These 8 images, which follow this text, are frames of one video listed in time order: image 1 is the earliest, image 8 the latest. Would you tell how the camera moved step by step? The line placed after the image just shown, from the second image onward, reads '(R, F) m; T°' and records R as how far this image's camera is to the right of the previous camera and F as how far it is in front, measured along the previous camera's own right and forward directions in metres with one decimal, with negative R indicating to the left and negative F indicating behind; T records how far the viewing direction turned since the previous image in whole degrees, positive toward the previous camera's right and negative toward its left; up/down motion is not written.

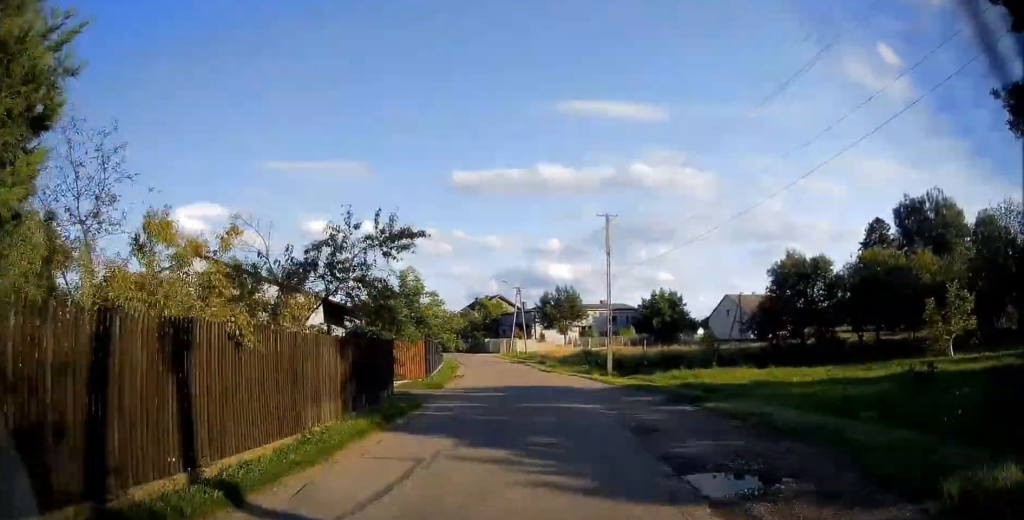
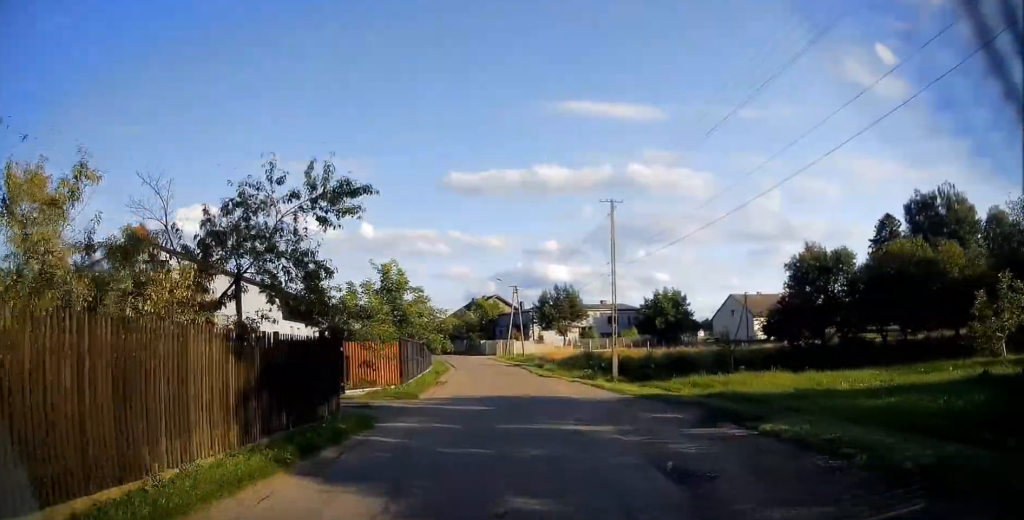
(+0.1, +3.3) m; +2°
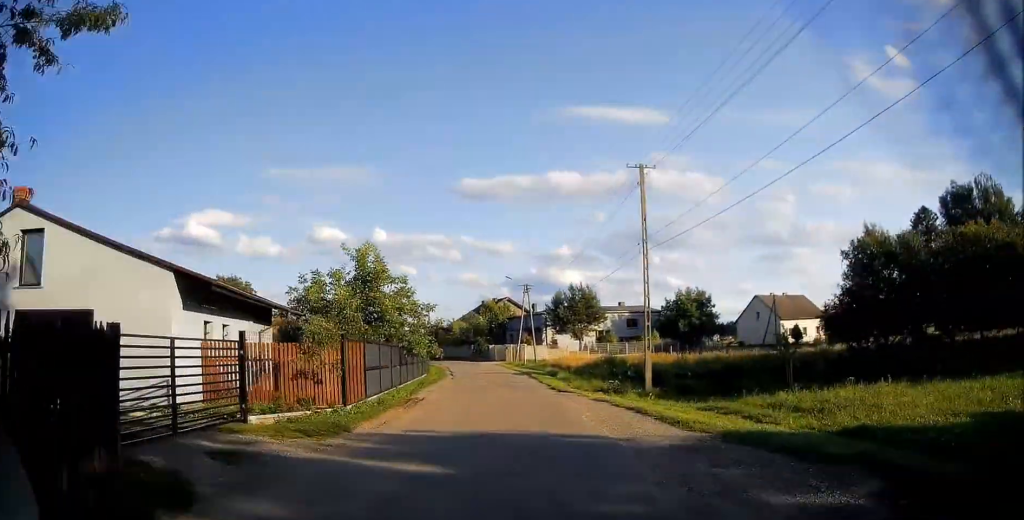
(+0.1, +6.2) m; +1°
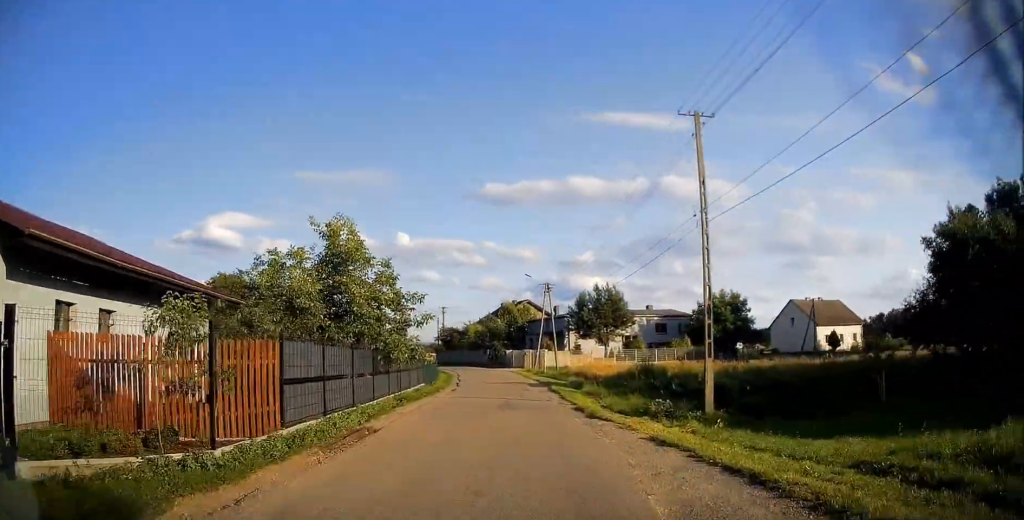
(+0.1, +6.2) m; -1°
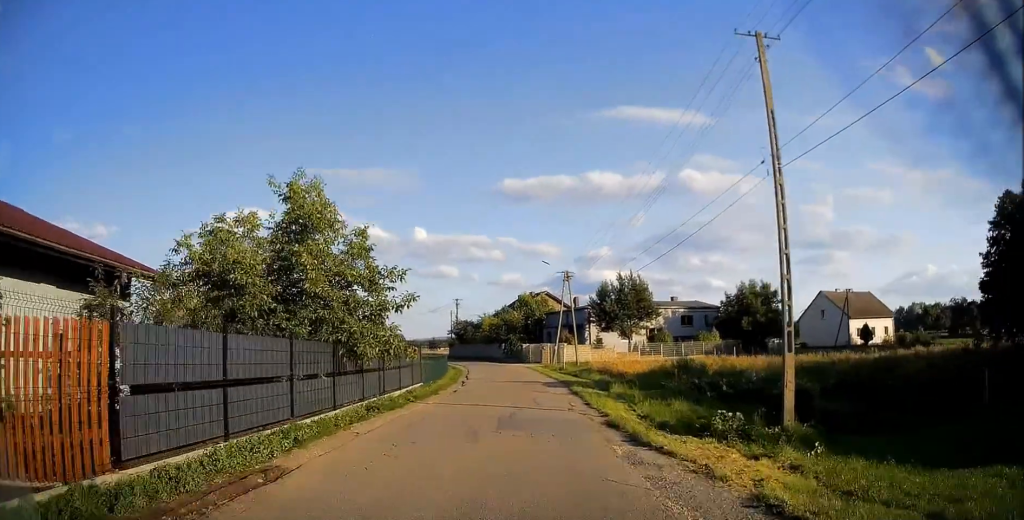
(-0.1, +4.9) m; -2°
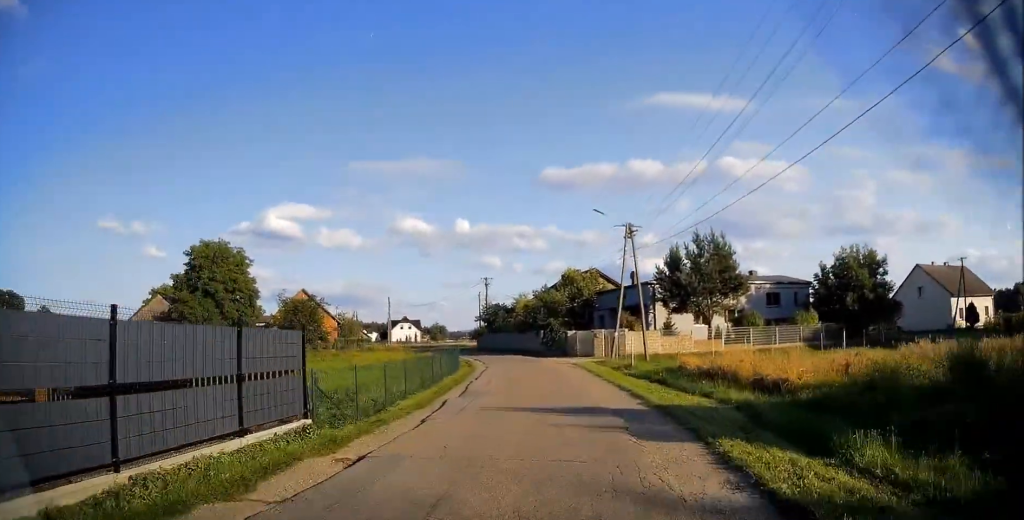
(-0.7, +16.5) m; -3°
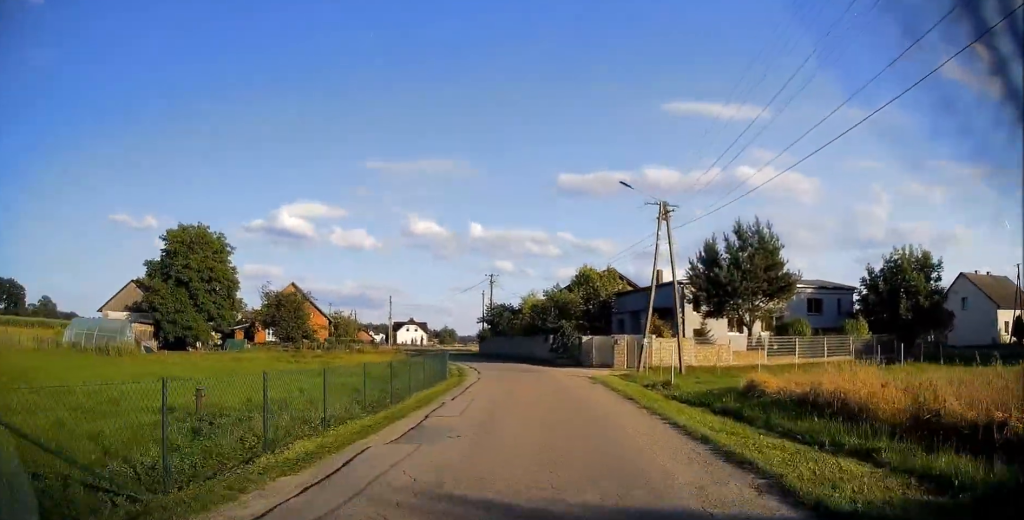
(0.0, +7.7) m; -1°
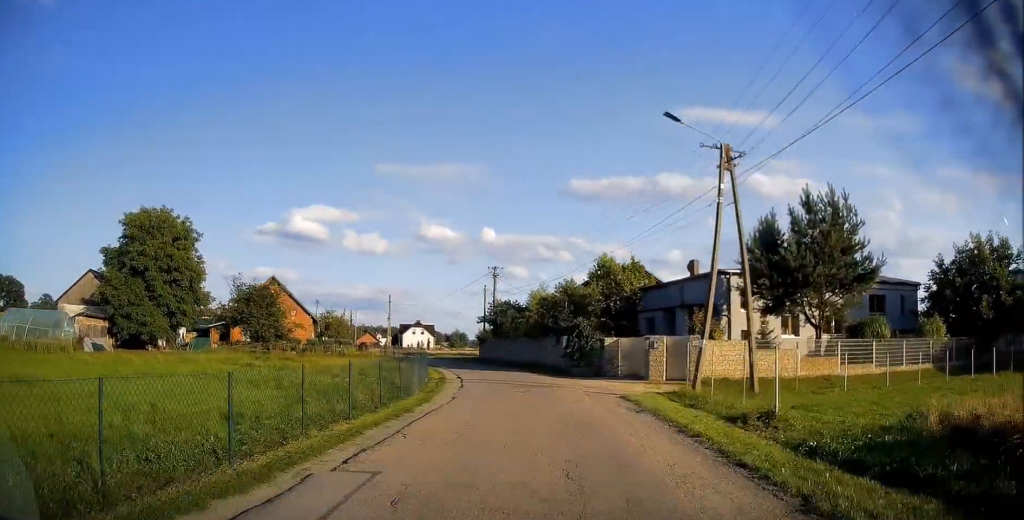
(-0.1, +9.0) m; -2°
